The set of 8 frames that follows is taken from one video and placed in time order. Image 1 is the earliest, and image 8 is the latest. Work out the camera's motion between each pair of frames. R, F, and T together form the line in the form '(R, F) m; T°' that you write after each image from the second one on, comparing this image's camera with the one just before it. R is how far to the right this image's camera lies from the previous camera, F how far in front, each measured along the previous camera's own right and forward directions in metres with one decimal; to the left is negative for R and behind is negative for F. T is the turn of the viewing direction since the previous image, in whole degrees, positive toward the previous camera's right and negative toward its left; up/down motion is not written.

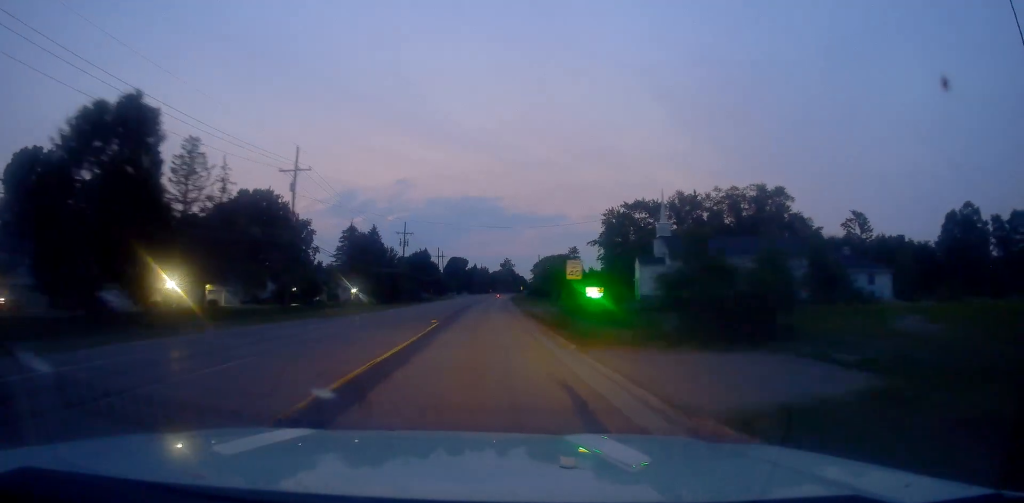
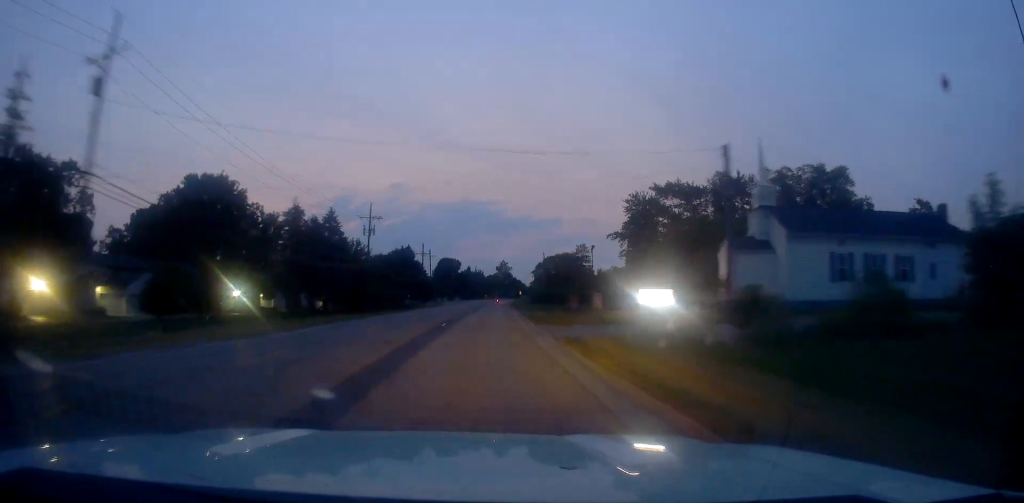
(-0.1, +25.9) m; -1°
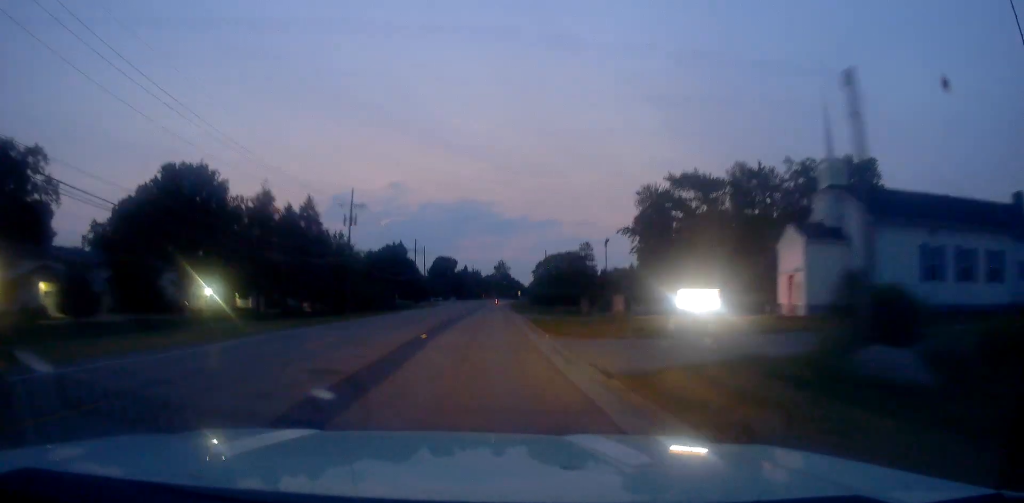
(-0.1, +9.2) m; 0°
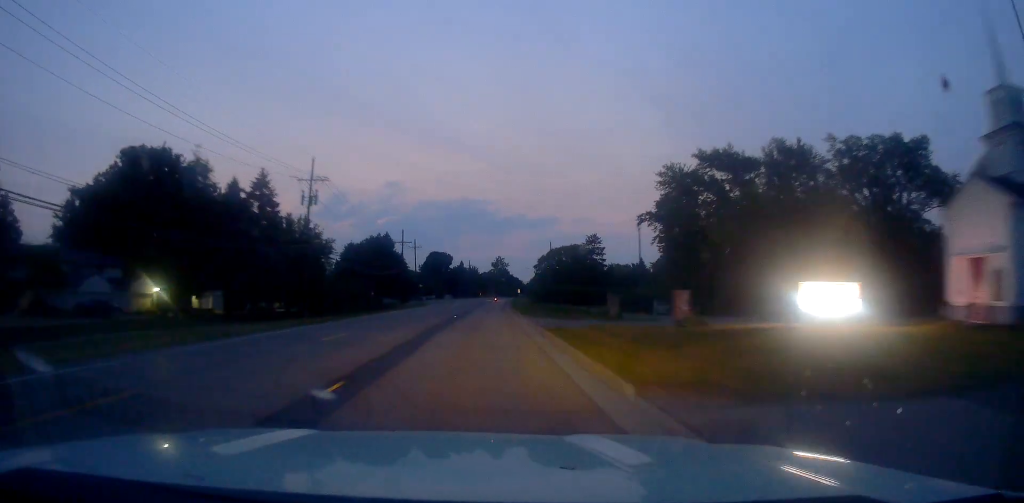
(-0.1, +14.1) m; 0°
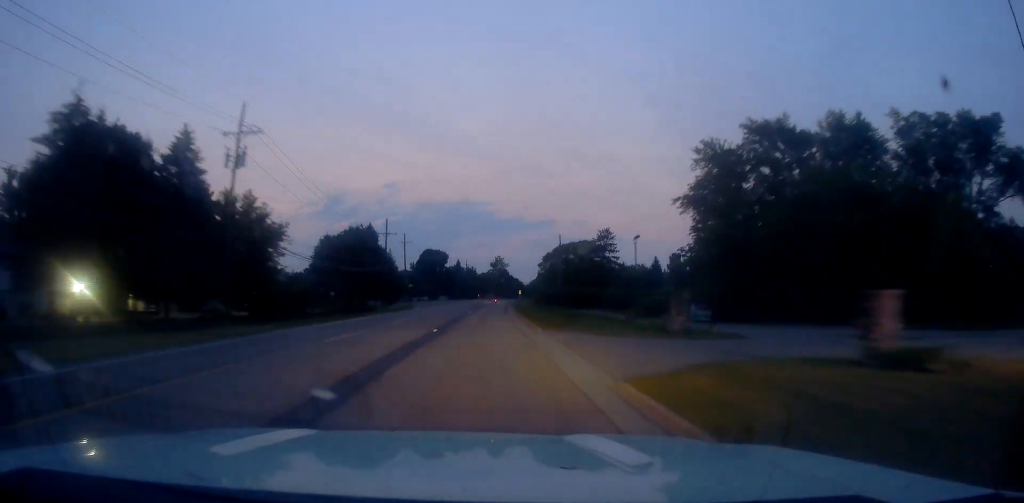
(+0.1, +15.4) m; +2°
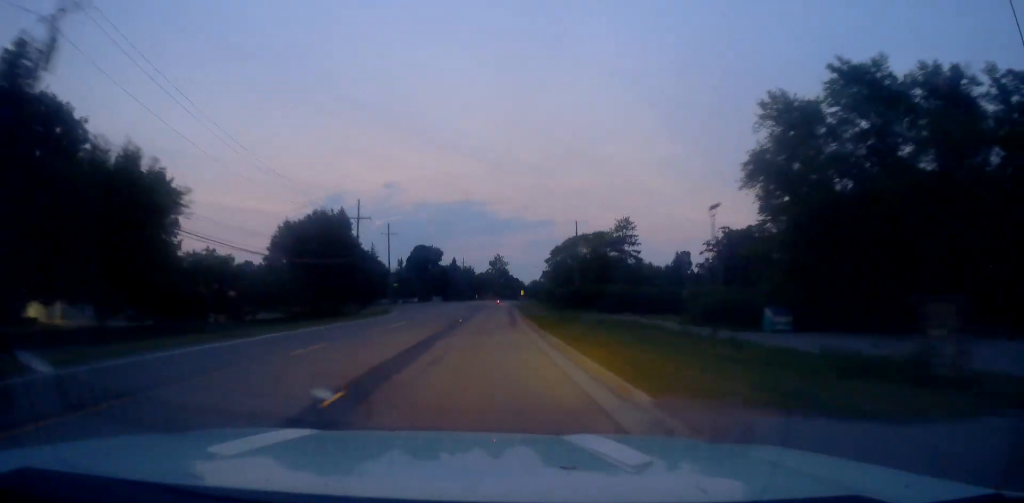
(+0.5, +18.0) m; 0°
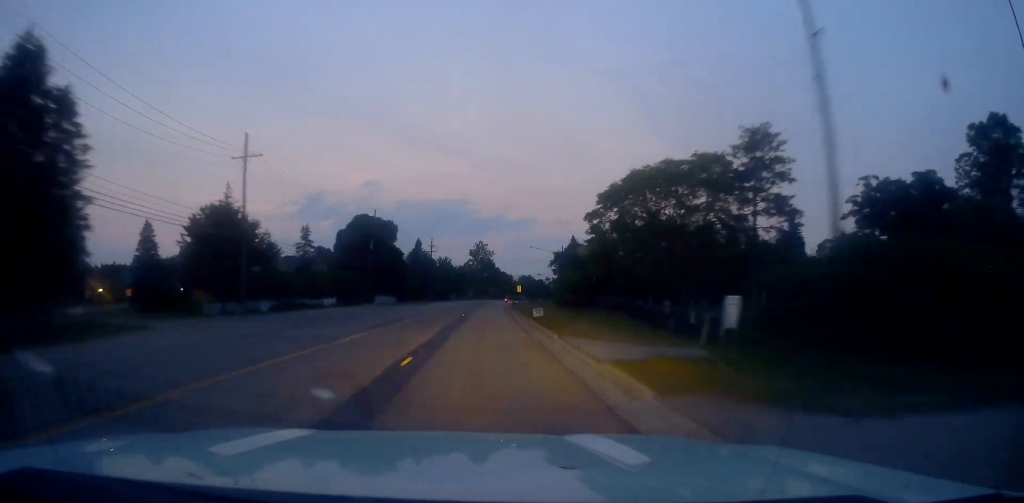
(-0.4, +57.4) m; 0°
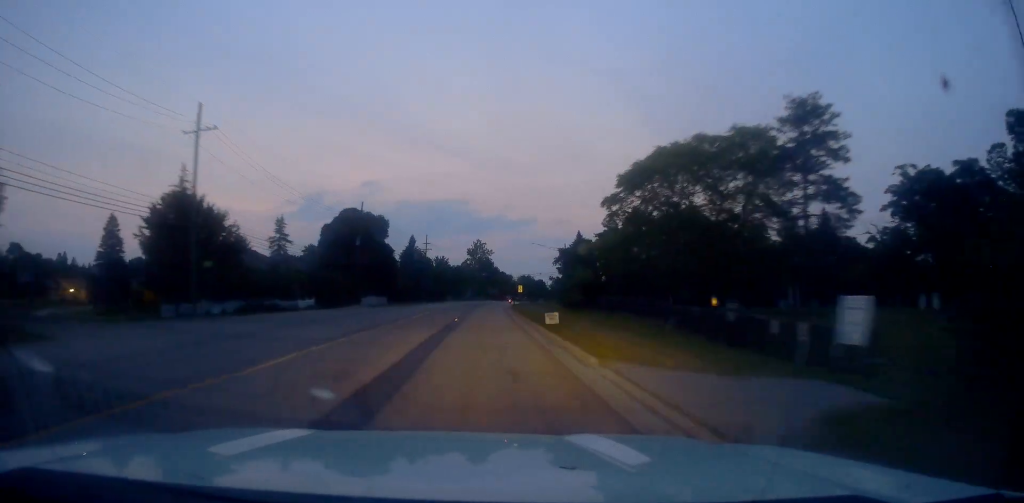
(0.0, +8.3) m; 0°
